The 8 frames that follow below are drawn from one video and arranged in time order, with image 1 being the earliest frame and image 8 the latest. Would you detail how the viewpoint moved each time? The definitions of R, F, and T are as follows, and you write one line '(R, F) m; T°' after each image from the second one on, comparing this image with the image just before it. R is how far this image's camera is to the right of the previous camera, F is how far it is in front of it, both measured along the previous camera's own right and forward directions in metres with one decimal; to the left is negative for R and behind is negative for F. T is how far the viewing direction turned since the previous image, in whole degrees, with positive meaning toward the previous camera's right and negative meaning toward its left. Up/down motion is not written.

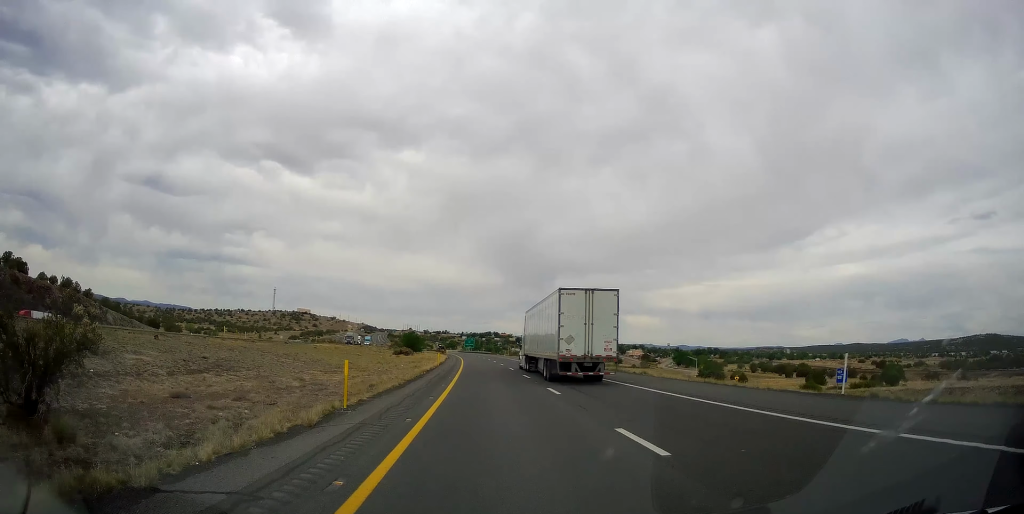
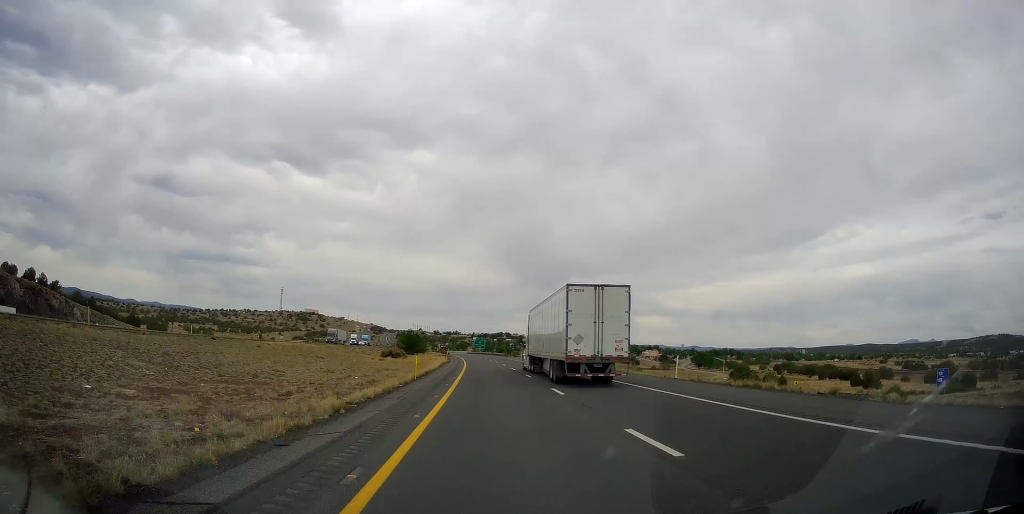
(-0.4, +23.6) m; -1°
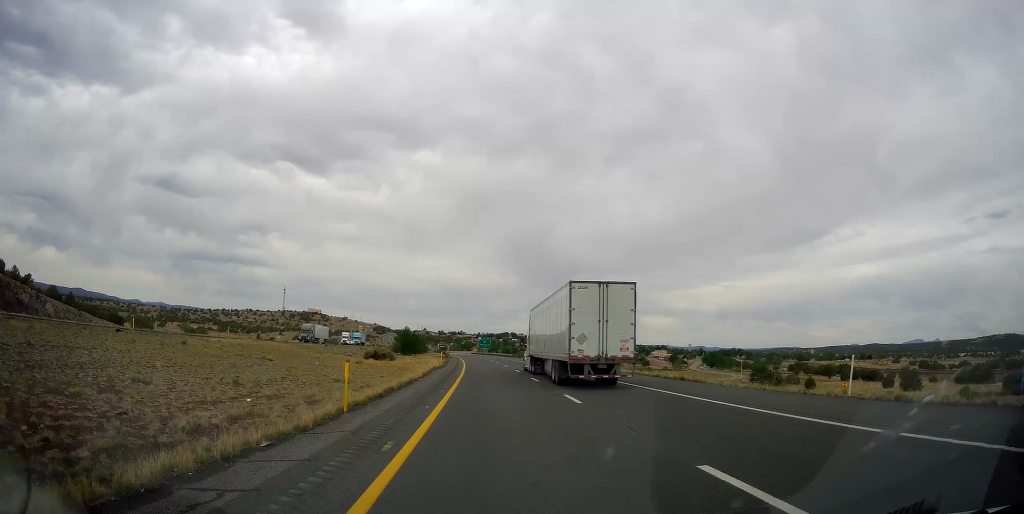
(-0.1, +15.8) m; -1°
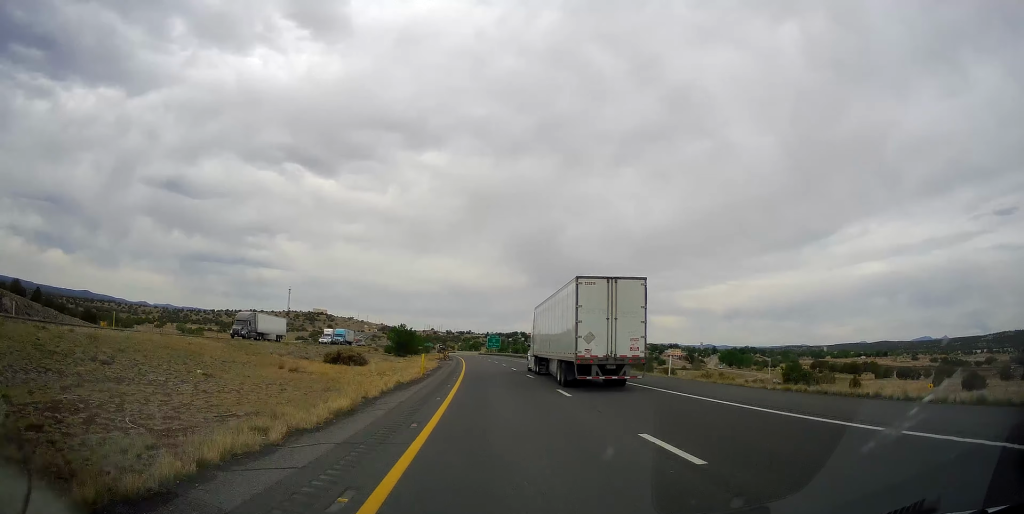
(-0.1, +21.5) m; -1°
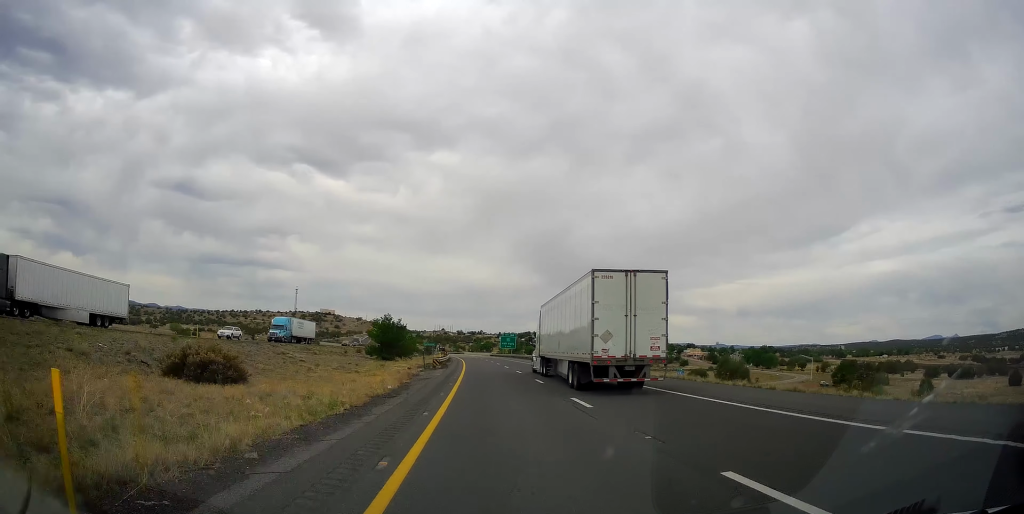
(-0.4, +28.3) m; -1°
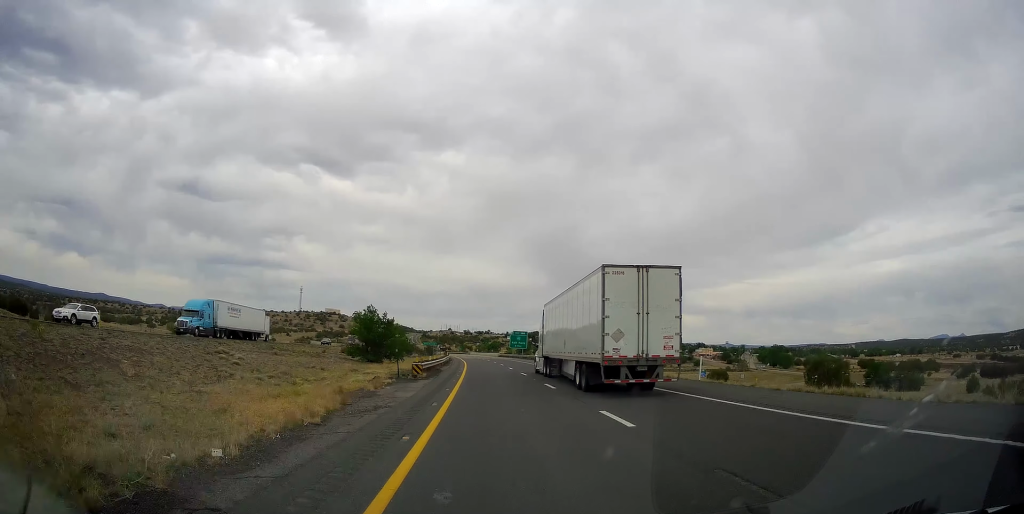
(-0.1, +15.9) m; 0°
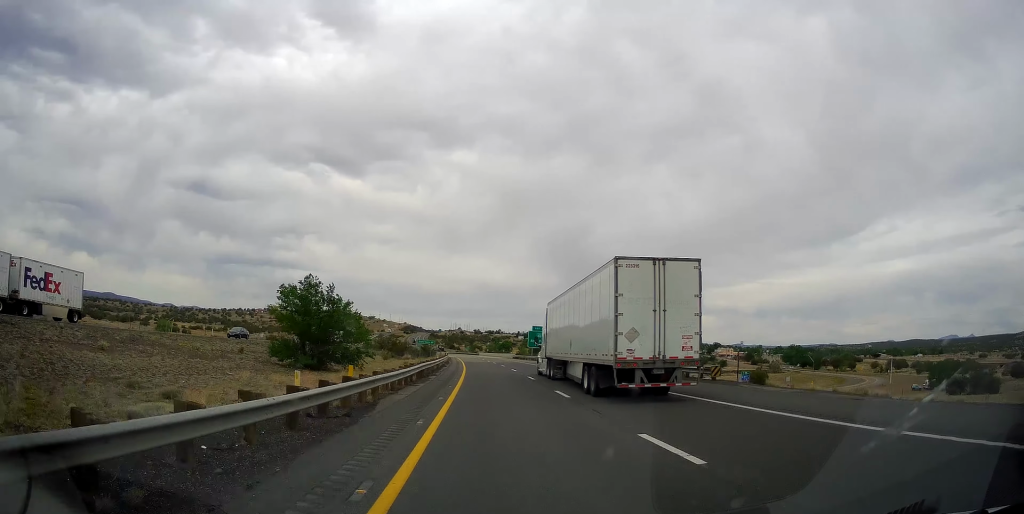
(+0.1, +28.4) m; -1°
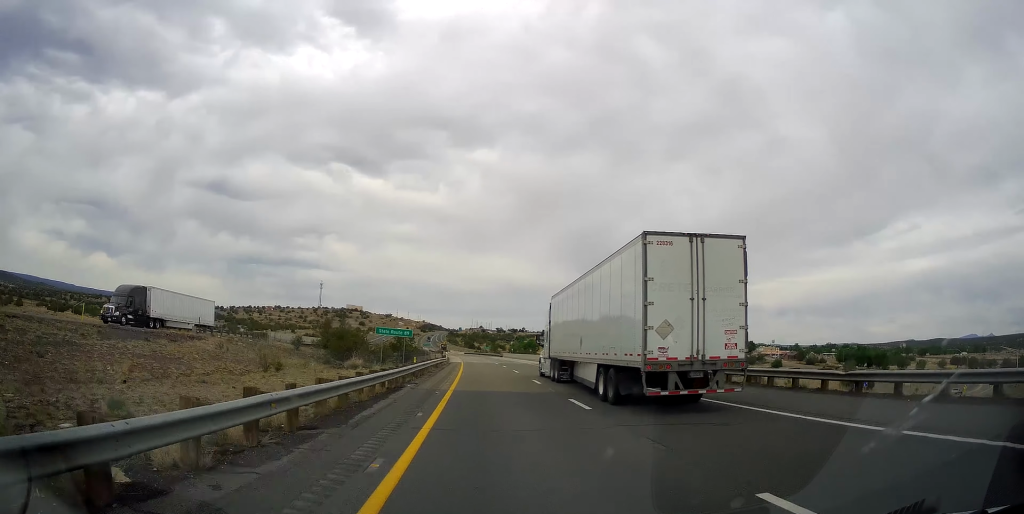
(-1.6, +53.1) m; -3°
